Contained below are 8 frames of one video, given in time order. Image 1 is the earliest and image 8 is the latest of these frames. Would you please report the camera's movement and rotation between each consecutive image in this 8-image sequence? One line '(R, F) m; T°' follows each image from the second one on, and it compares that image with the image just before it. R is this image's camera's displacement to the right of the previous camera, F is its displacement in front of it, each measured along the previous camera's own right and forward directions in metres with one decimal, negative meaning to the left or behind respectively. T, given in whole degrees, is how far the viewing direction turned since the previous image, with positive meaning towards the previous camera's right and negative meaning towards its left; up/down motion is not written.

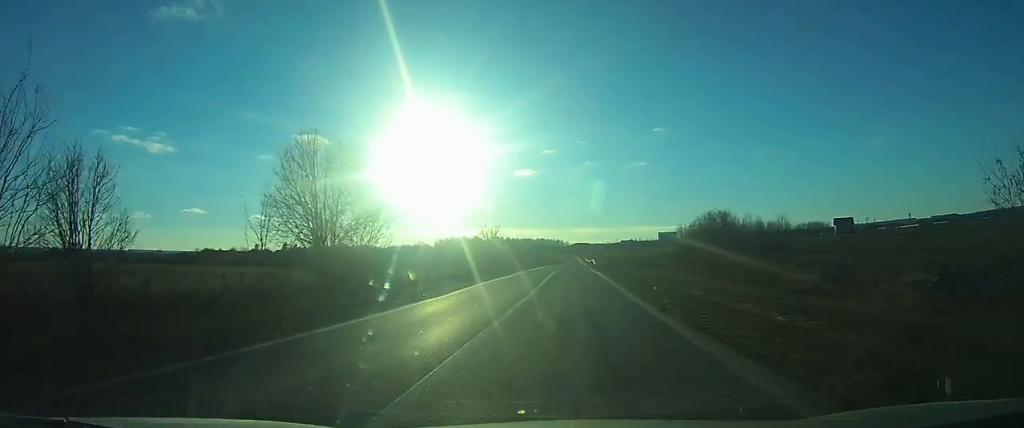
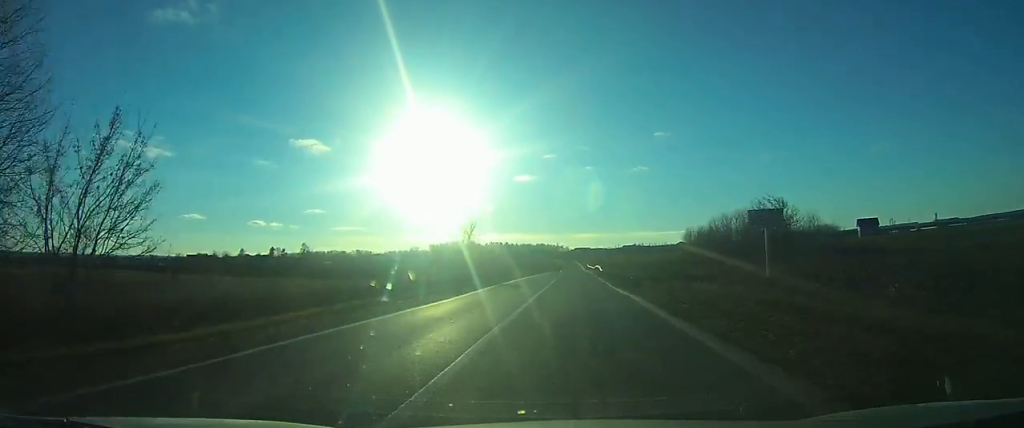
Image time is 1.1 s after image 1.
(+0.1, +22.1) m; 0°
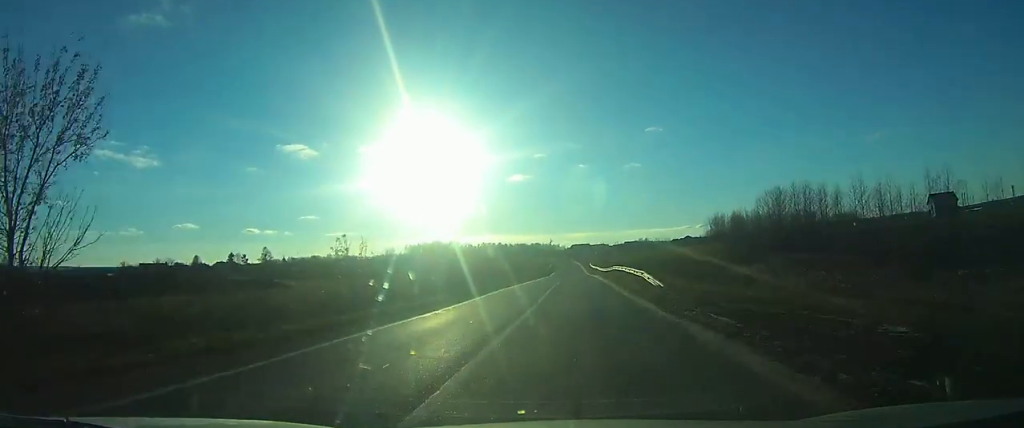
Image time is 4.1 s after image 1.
(+0.4, +56.8) m; +1°
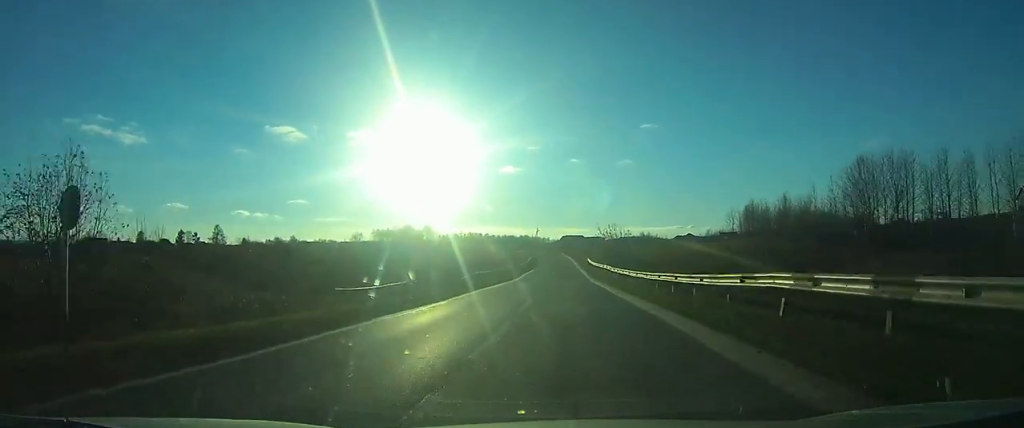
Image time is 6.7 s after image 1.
(+0.4, +51.2) m; +1°
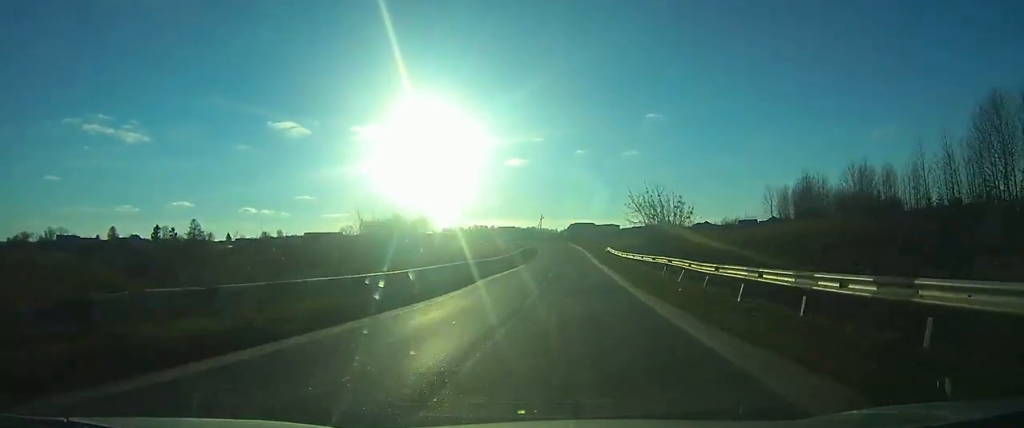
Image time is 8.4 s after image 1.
(-0.1, +32.6) m; 0°
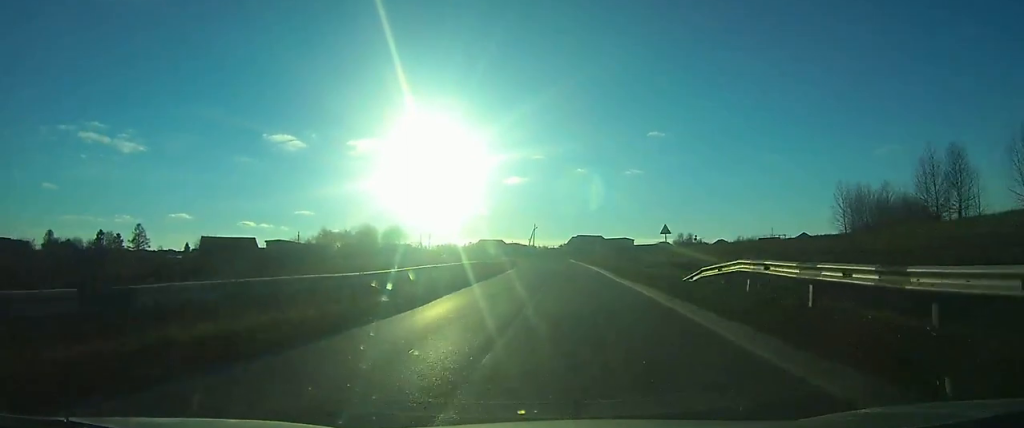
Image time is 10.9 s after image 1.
(-0.2, +45.0) m; -1°
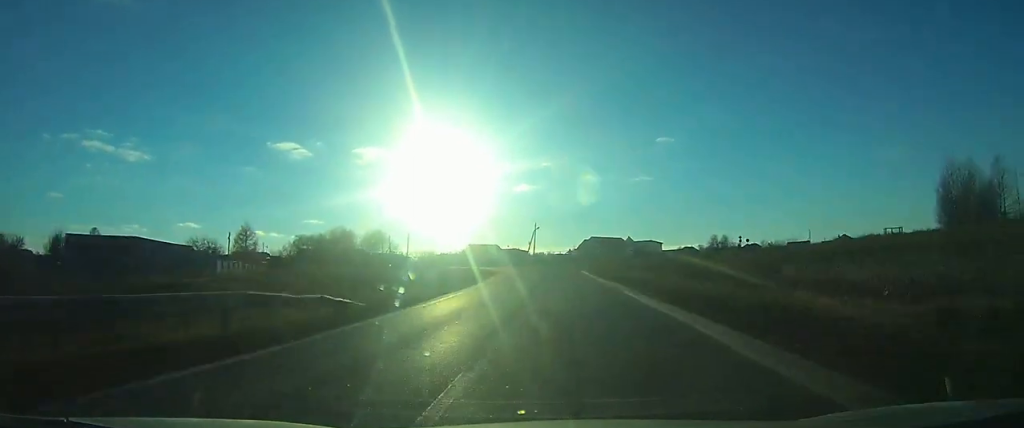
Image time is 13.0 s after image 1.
(-0.1, +34.7) m; 0°
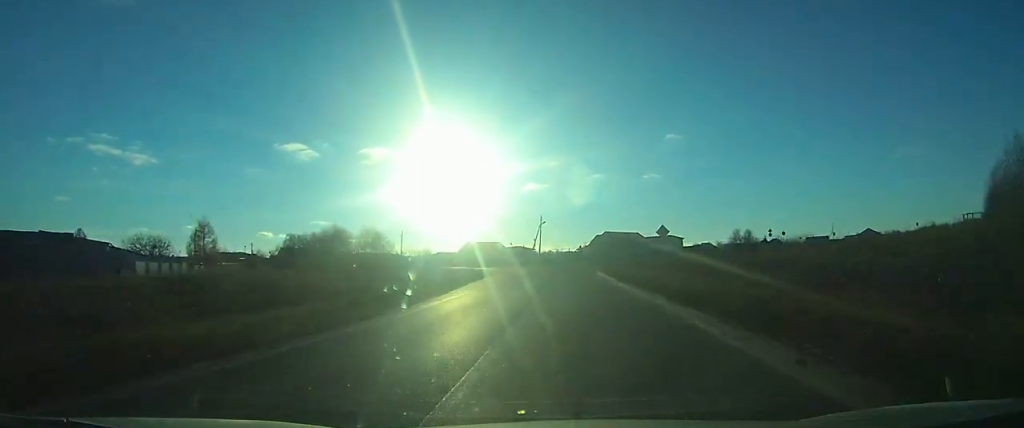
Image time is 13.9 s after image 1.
(-0.1, +14.7) m; 0°
